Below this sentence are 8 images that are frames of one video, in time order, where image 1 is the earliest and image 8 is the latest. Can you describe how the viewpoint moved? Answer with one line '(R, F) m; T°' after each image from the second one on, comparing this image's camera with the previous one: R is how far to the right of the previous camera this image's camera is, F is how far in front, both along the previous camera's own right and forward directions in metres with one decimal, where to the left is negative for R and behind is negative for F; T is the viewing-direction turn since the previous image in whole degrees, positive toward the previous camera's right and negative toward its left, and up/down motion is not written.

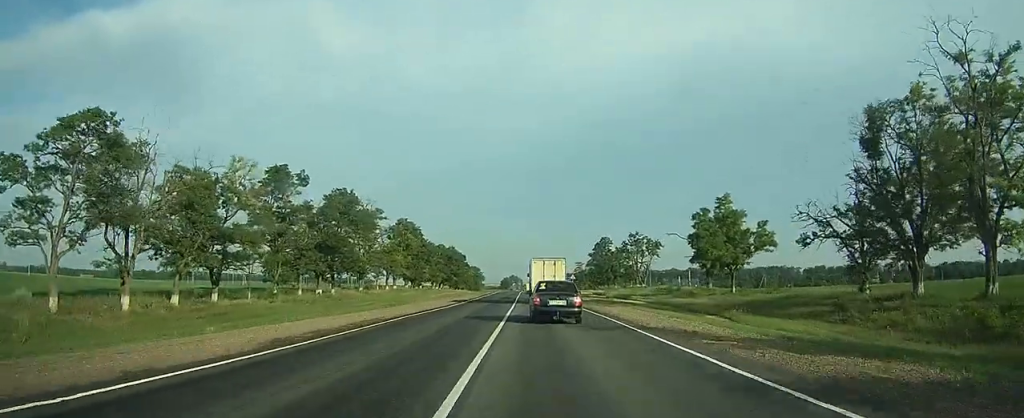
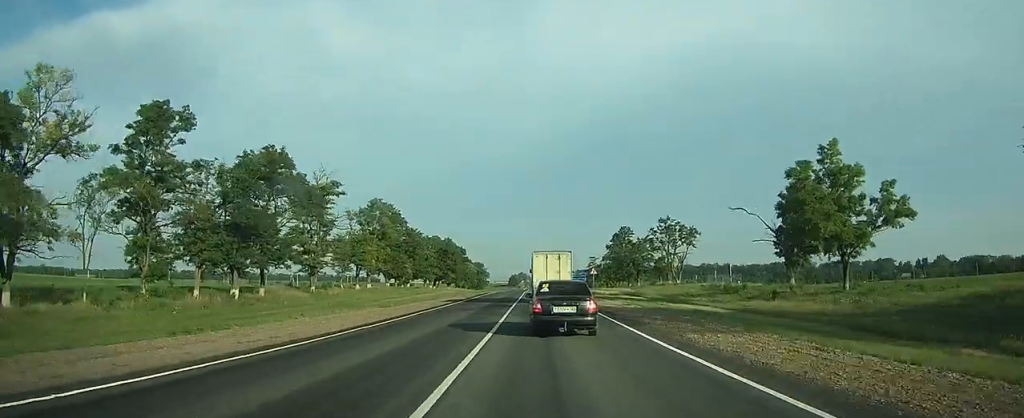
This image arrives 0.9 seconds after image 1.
(+0.1, +27.1) m; 0°
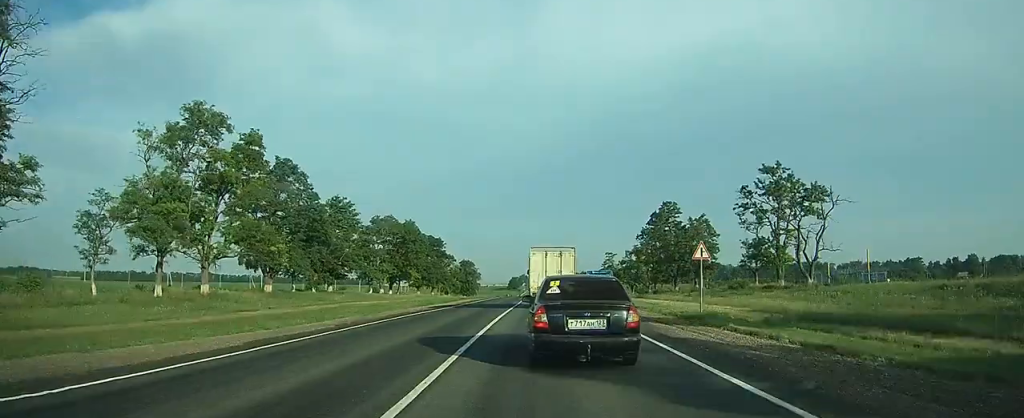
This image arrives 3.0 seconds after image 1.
(-0.5, +51.8) m; -1°
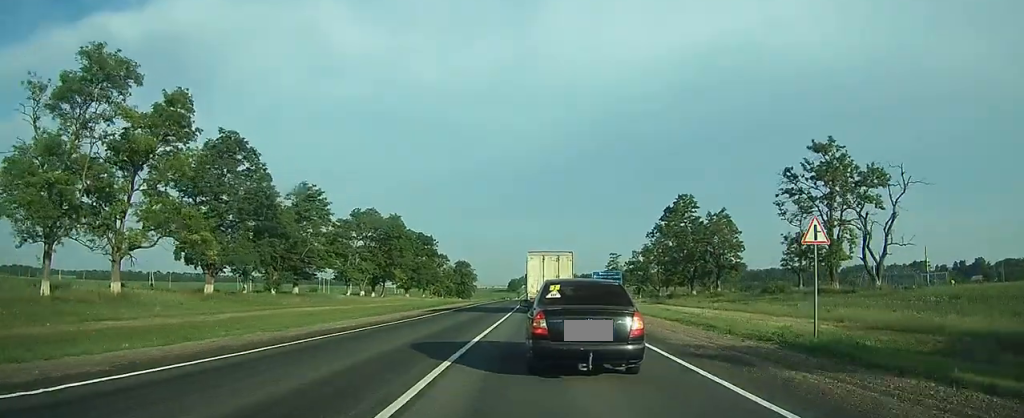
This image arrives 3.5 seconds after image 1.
(0.0, +10.7) m; 0°
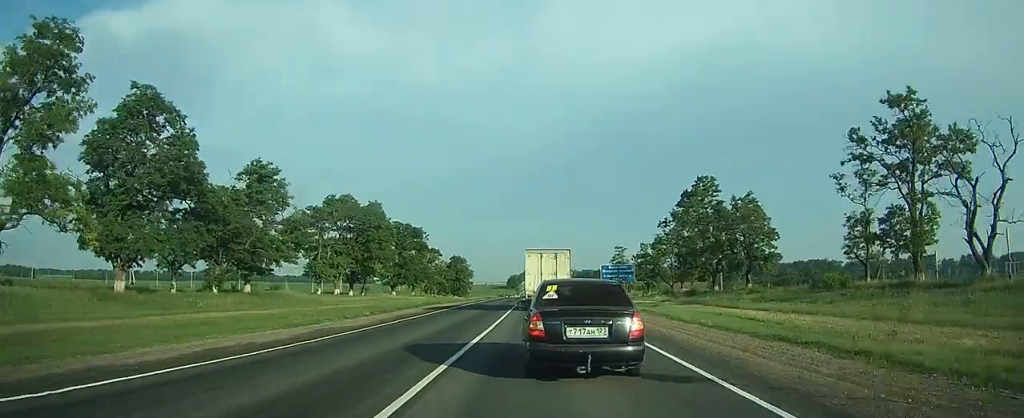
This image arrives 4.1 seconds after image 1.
(0.0, +10.9) m; 0°
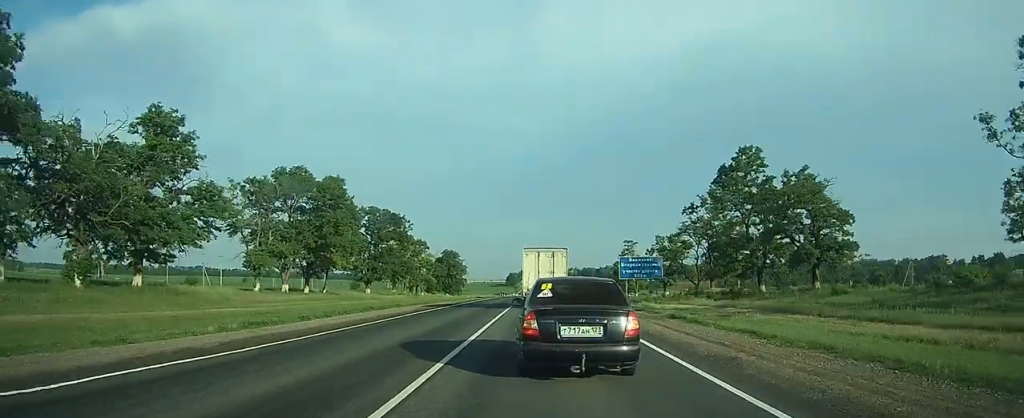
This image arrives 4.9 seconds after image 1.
(0.0, +16.8) m; 0°
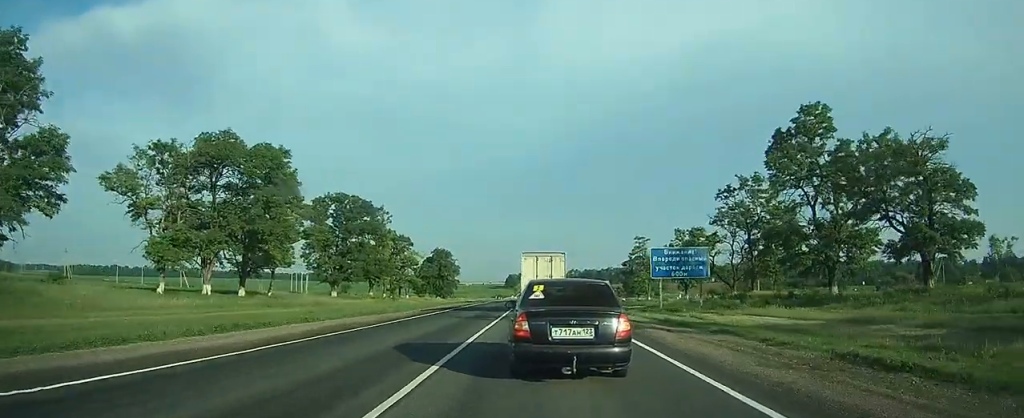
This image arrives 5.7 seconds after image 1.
(0.0, +17.0) m; 0°
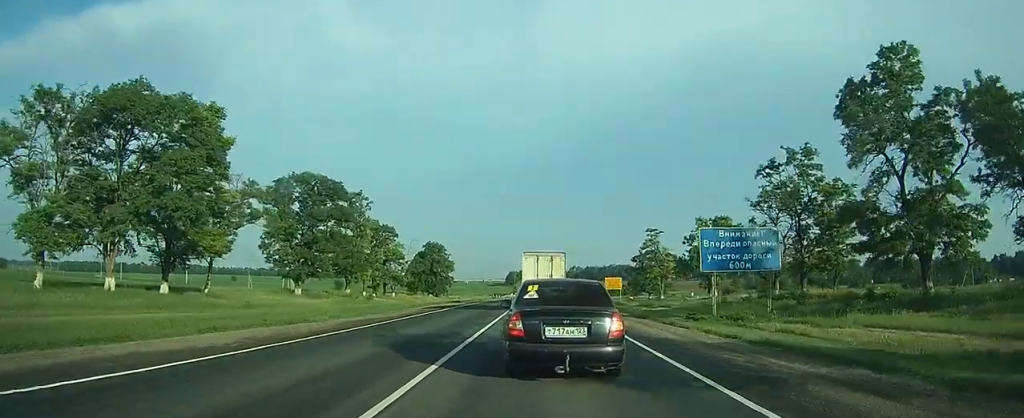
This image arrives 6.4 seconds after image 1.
(0.0, +13.1) m; 0°
